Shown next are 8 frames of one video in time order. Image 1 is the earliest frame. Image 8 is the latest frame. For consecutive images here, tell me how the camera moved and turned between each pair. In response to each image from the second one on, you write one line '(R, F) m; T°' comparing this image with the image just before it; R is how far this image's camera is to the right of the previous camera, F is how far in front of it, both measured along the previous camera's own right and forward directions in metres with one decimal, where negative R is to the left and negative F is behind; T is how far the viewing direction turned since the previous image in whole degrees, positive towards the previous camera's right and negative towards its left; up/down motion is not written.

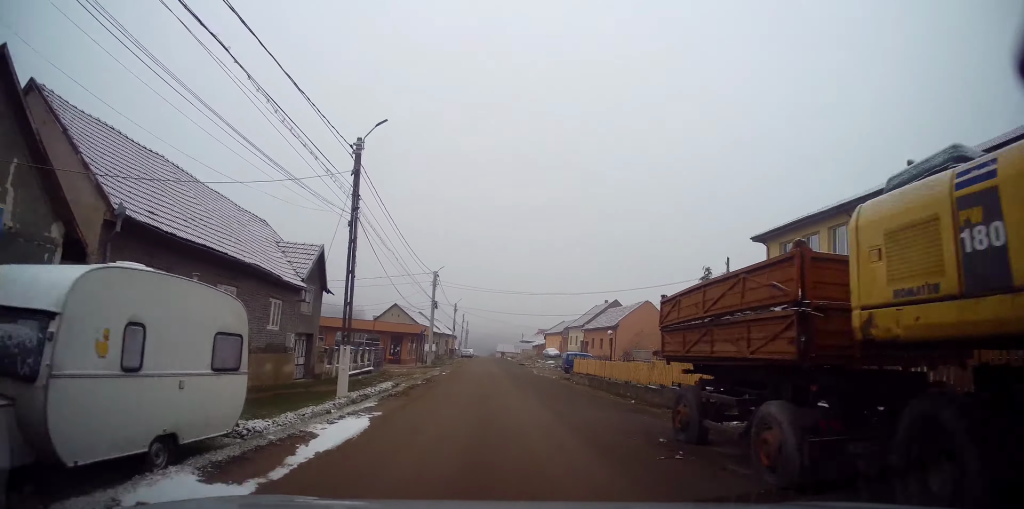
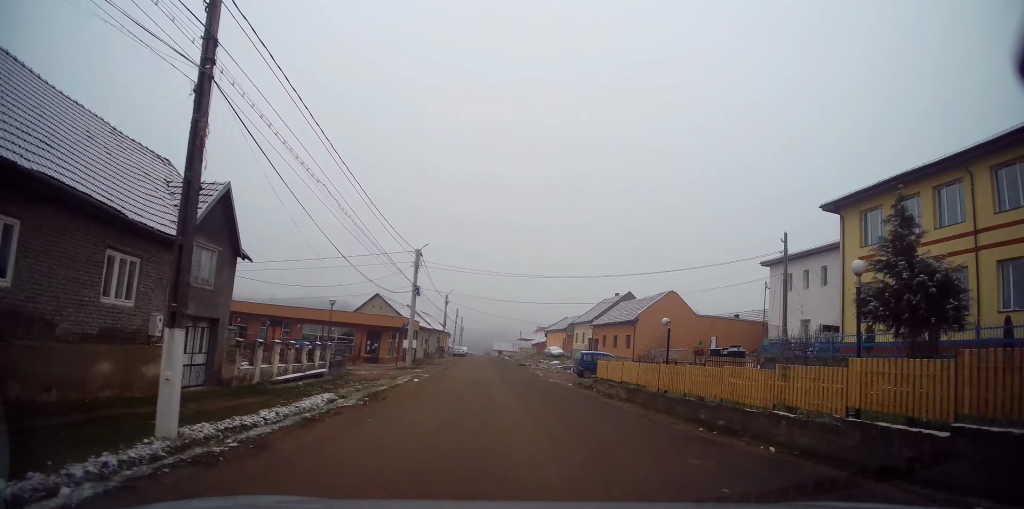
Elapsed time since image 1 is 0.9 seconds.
(-0.1, +8.7) m; -1°
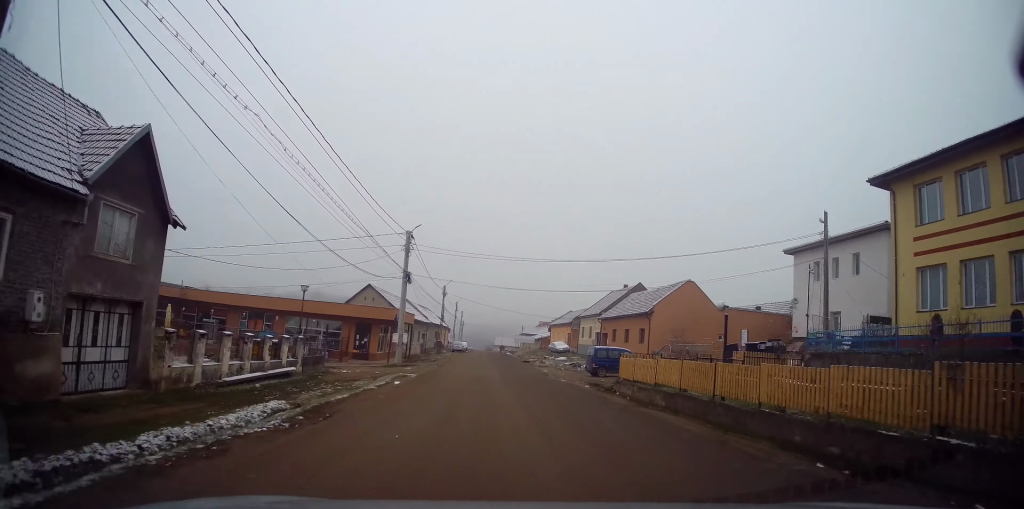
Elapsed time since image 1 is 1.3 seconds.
(0.0, +4.2) m; 0°
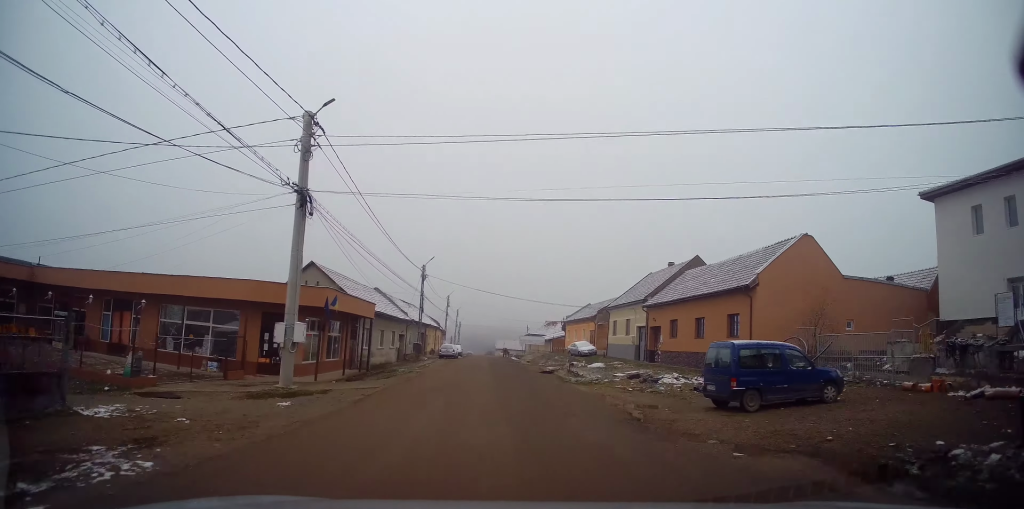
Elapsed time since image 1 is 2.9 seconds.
(+0.3, +18.4) m; 0°
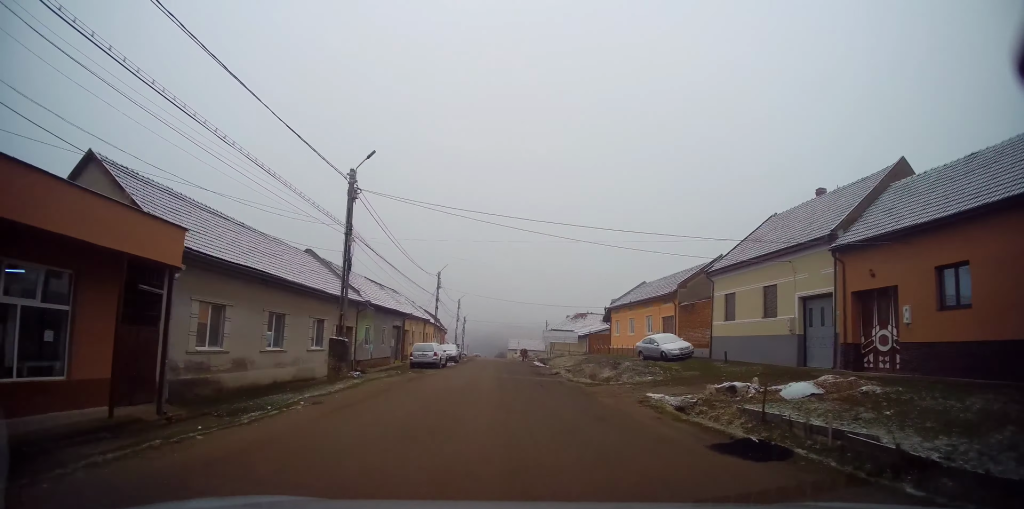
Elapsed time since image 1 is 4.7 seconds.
(-0.2, +24.3) m; 0°
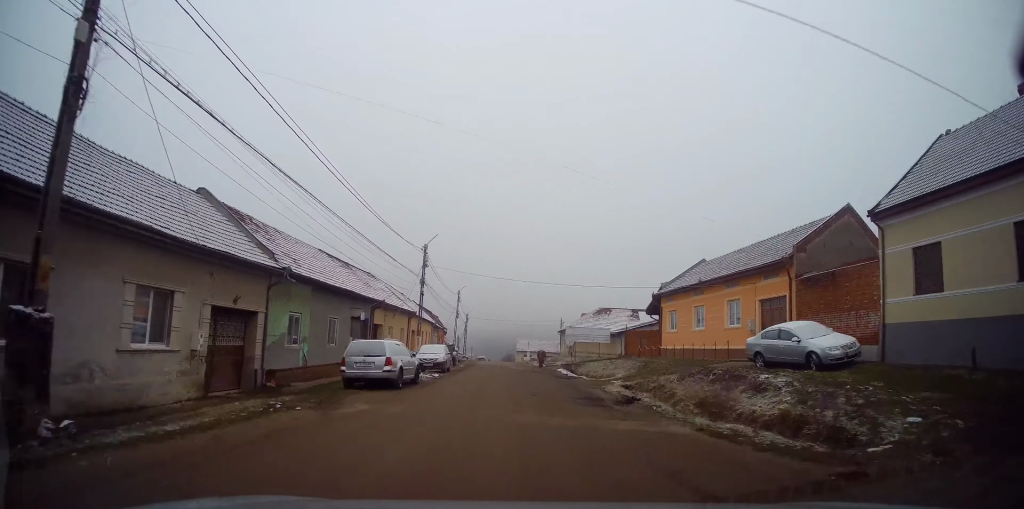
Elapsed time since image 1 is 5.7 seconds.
(-0.1, +14.5) m; -1°
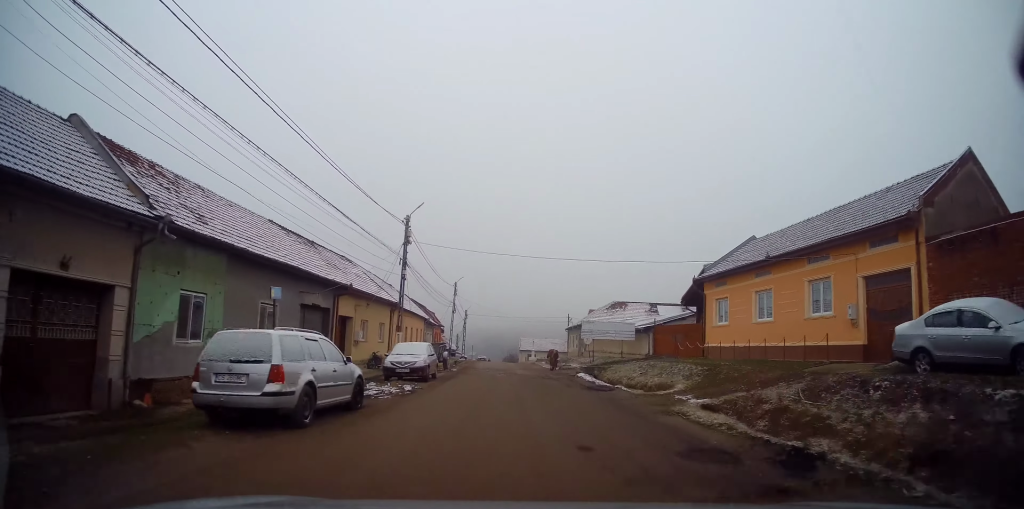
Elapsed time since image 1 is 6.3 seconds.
(-0.1, +8.0) m; -1°
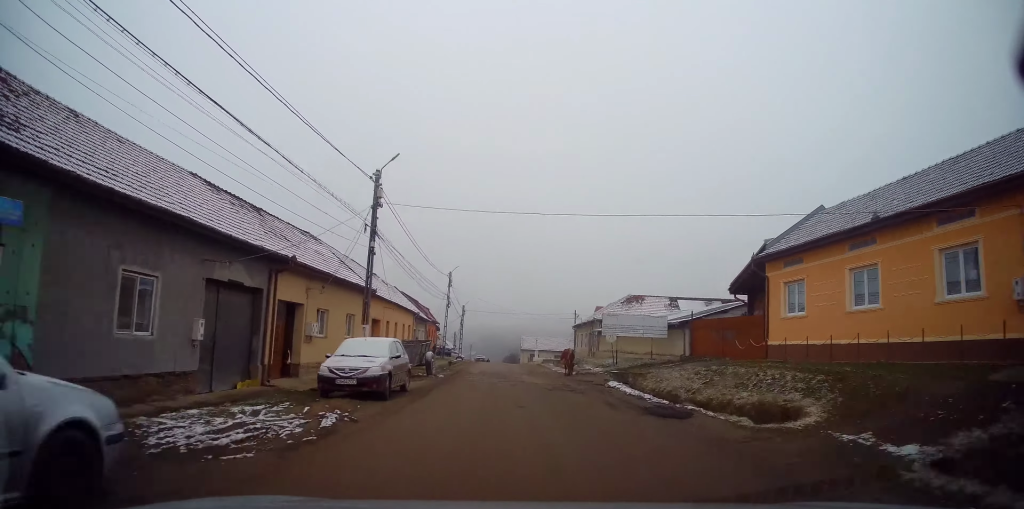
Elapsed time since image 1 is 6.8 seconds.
(0.0, +7.4) m; 0°
